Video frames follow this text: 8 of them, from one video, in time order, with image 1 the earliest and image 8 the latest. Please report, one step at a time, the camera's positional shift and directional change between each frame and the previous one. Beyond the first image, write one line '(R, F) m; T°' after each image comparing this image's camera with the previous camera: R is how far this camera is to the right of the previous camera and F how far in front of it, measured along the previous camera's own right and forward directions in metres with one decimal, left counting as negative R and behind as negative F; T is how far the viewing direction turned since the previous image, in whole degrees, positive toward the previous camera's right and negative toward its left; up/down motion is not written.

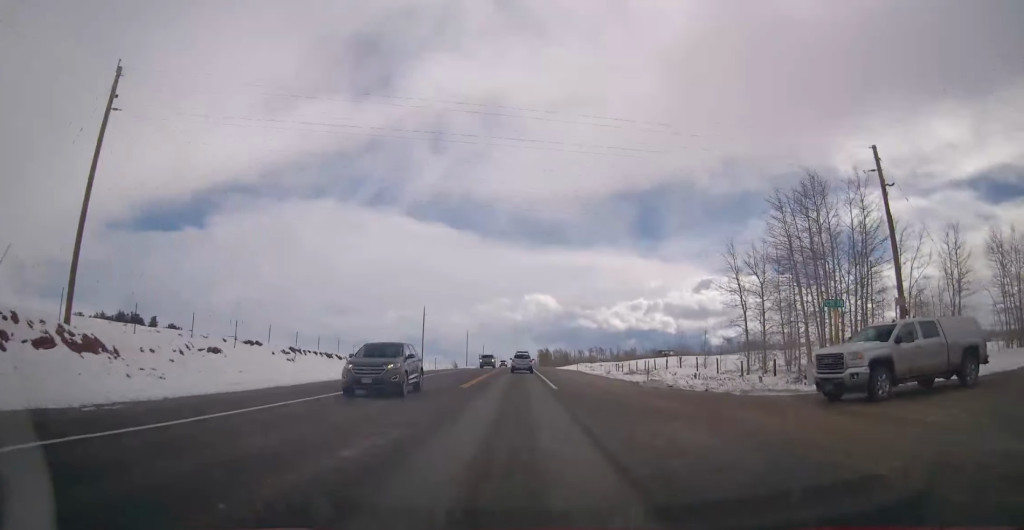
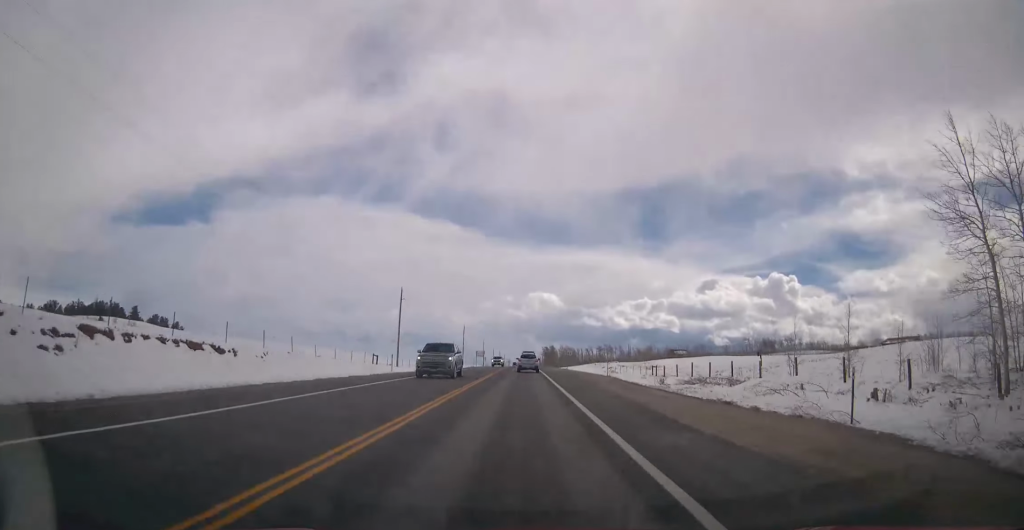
(0.0, +22.3) m; -1°
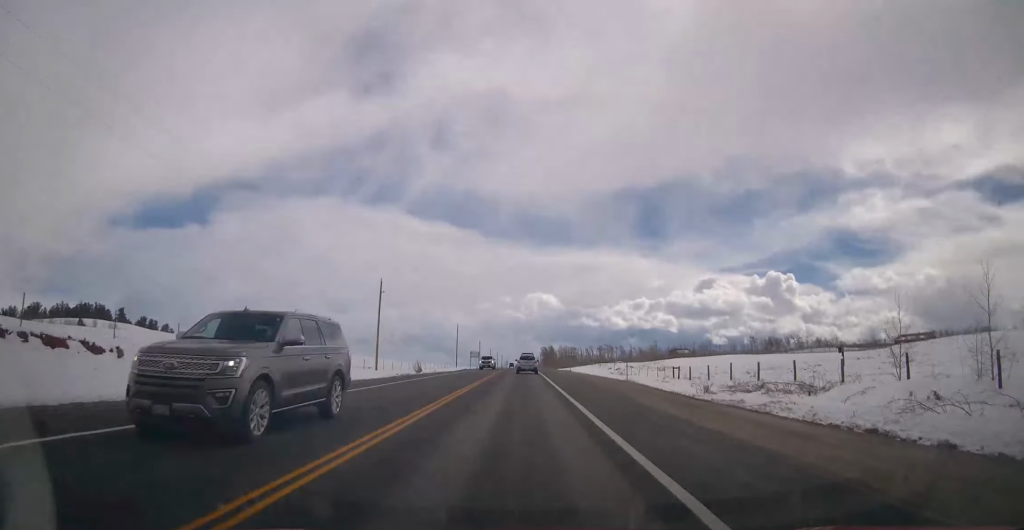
(+0.1, +9.5) m; -1°
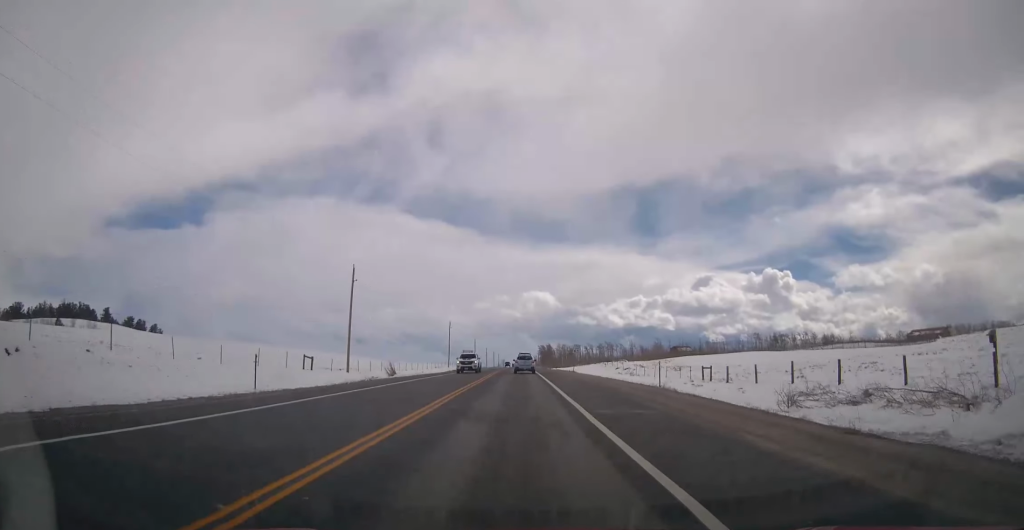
(0.0, +9.5) m; 0°
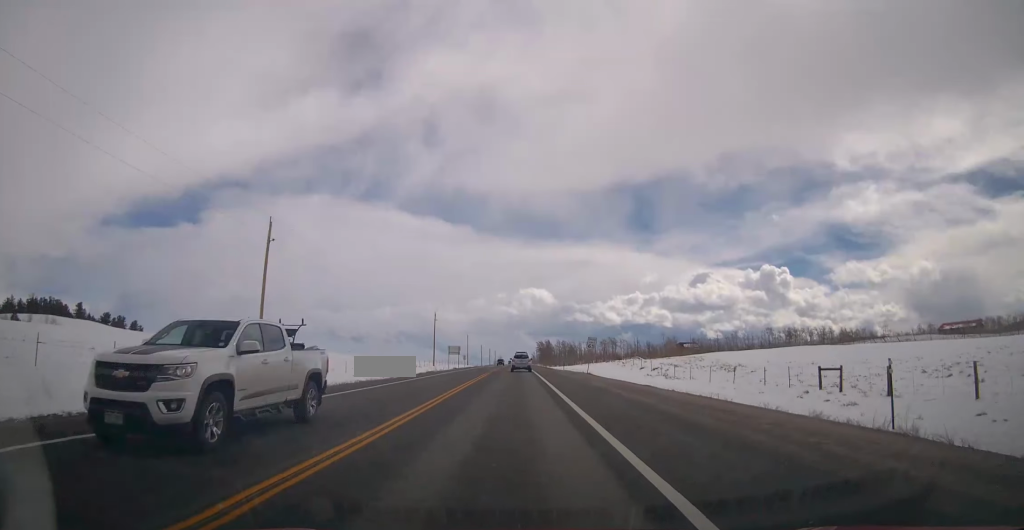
(-0.6, +18.9) m; +1°
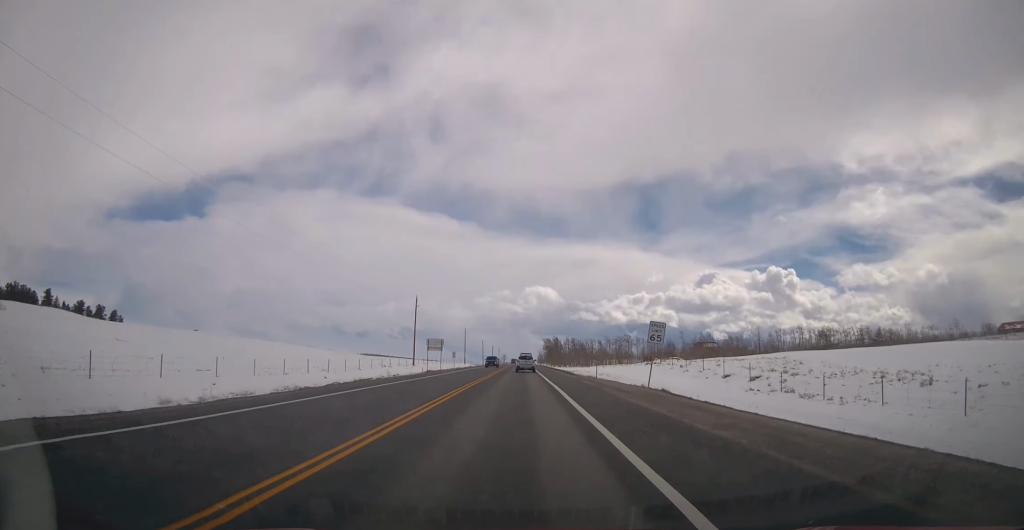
(+1.3, +25.8) m; +1°
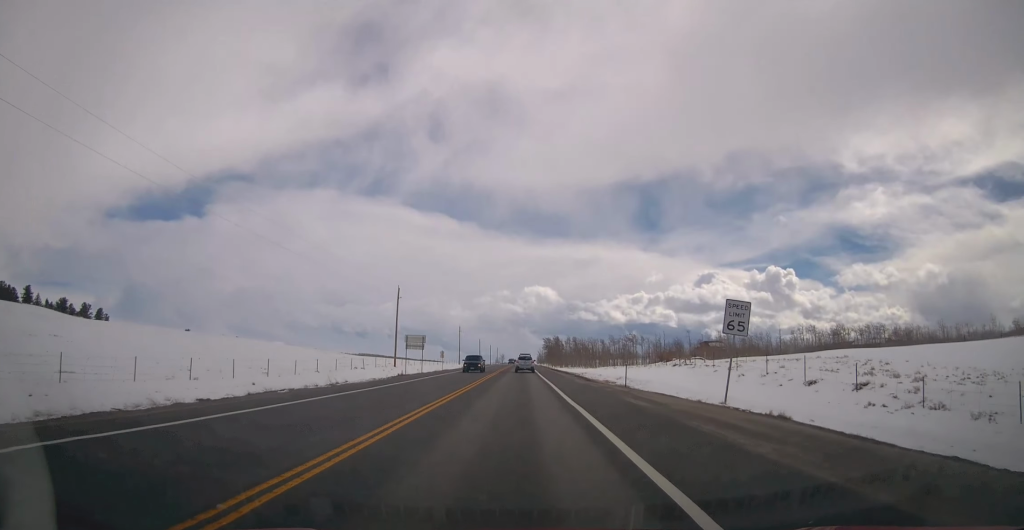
(-0.3, +12.5) m; -1°
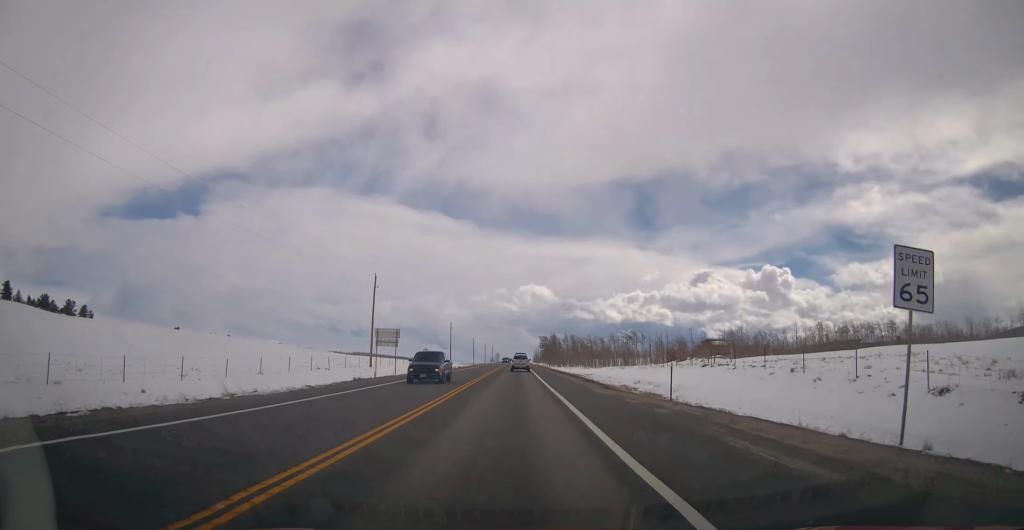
(-0.1, +9.8) m; -1°
